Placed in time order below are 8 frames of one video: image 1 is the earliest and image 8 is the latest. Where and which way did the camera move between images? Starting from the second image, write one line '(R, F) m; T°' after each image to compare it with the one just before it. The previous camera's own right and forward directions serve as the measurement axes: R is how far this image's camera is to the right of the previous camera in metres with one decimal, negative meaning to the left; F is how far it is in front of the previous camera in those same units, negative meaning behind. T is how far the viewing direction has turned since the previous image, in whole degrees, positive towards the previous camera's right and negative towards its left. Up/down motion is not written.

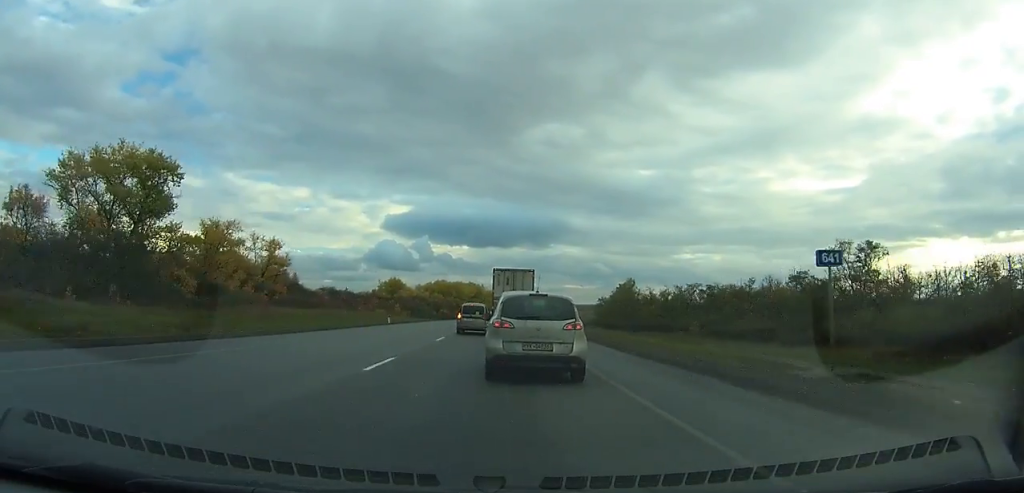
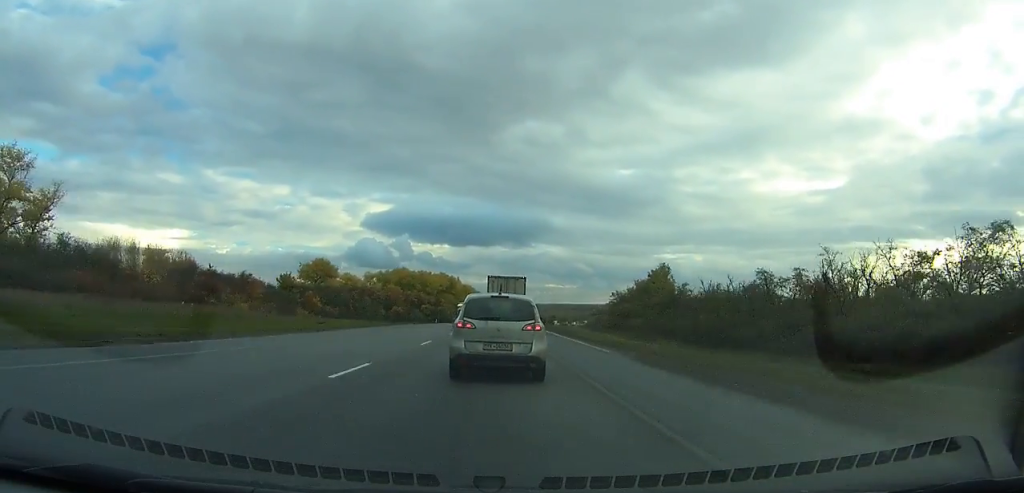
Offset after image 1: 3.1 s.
(+0.6, +62.3) m; +1°
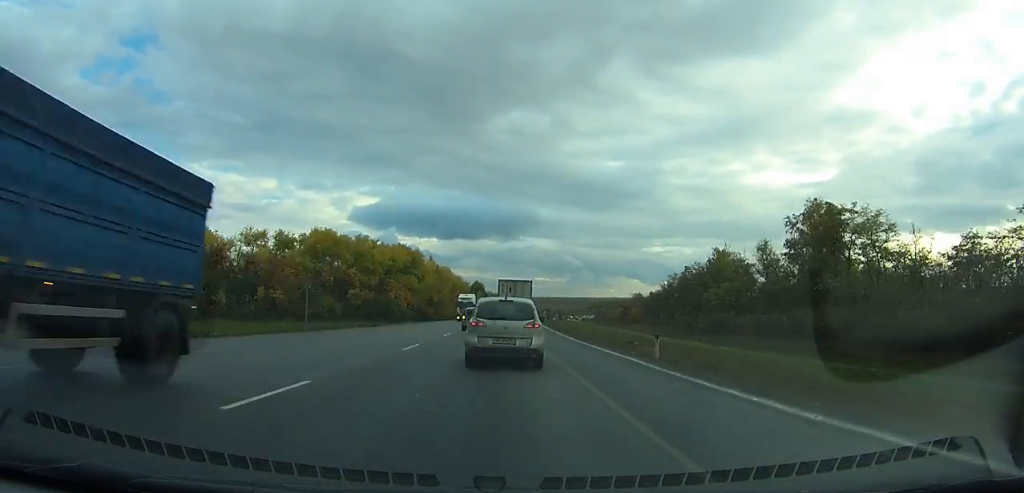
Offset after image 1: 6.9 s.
(+1.0, +77.9) m; +2°
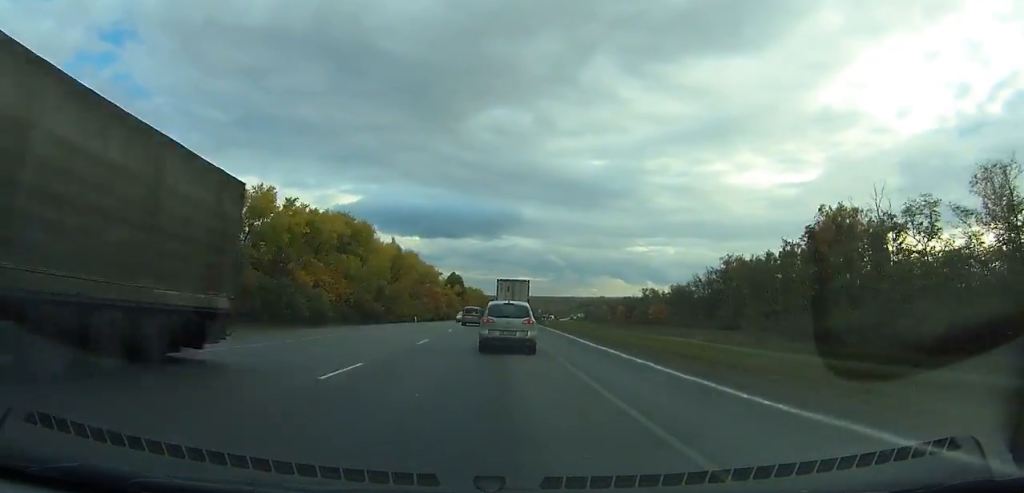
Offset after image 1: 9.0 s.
(+0.4, +44.7) m; +1°
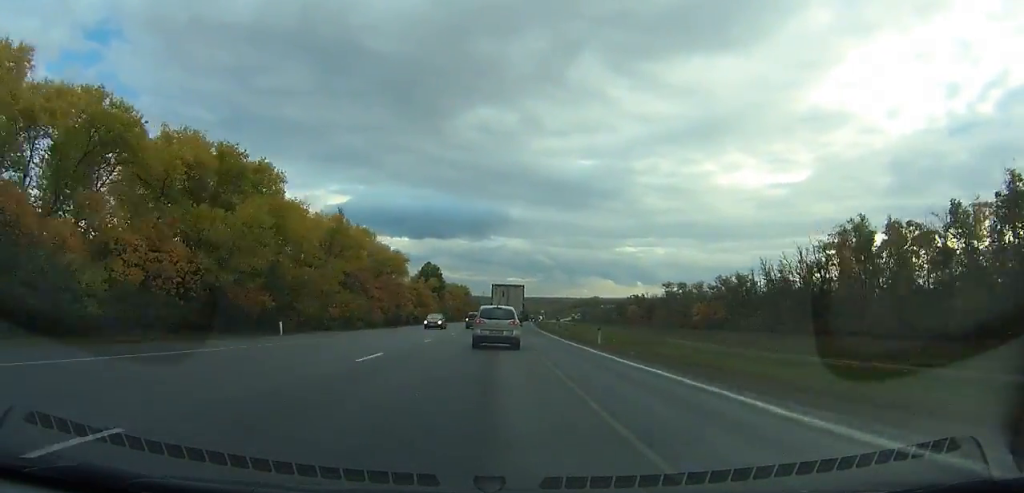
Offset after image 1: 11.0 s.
(+0.2, +43.5) m; +1°
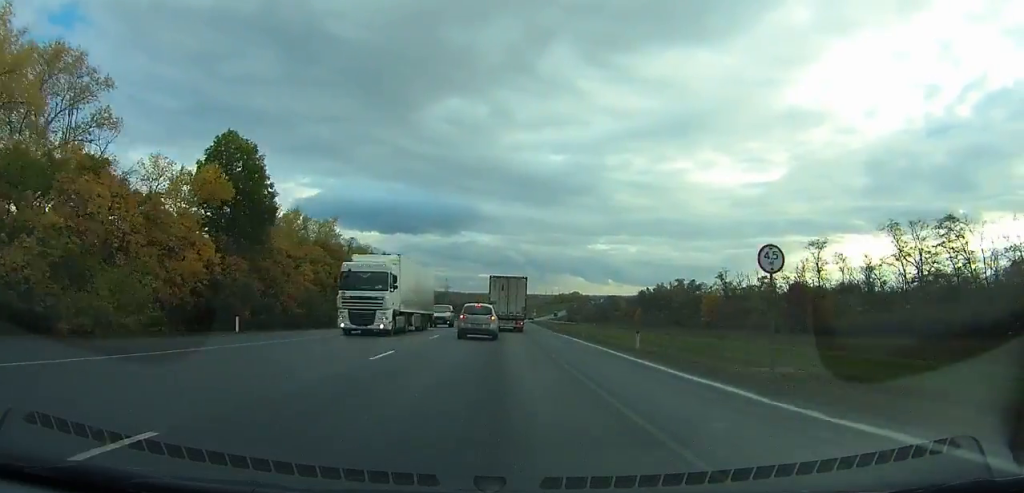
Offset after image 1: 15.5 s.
(+2.2, +102.5) m; +2°
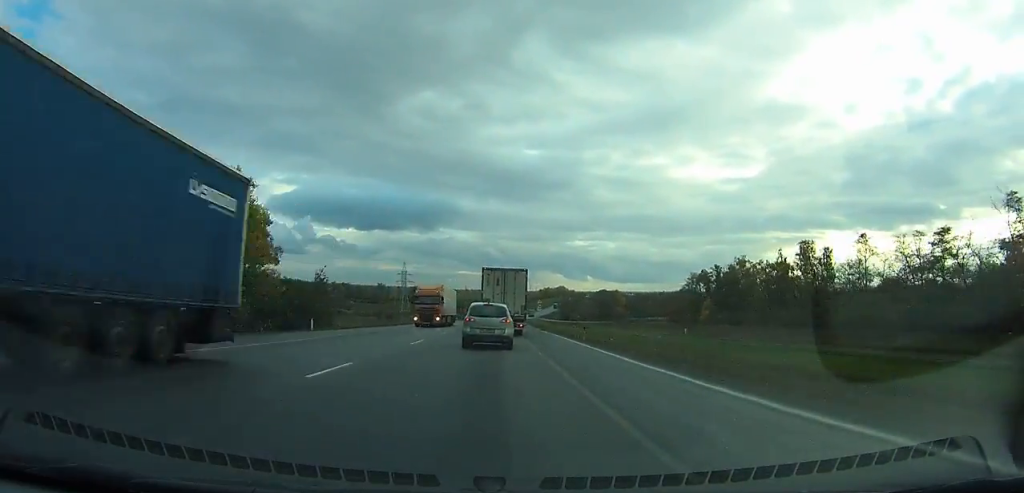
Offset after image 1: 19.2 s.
(+1.2, +84.8) m; +2°
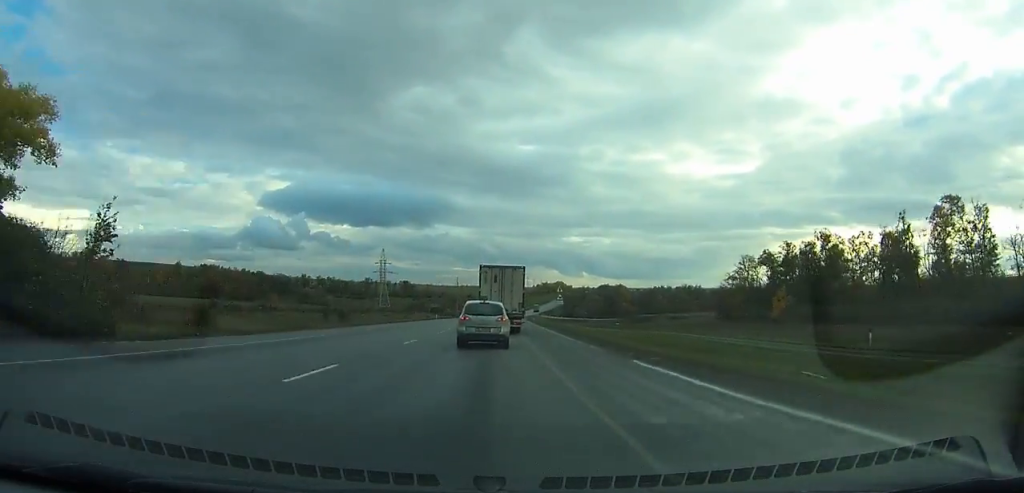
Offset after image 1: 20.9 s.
(+0.3, +38.1) m; +1°
